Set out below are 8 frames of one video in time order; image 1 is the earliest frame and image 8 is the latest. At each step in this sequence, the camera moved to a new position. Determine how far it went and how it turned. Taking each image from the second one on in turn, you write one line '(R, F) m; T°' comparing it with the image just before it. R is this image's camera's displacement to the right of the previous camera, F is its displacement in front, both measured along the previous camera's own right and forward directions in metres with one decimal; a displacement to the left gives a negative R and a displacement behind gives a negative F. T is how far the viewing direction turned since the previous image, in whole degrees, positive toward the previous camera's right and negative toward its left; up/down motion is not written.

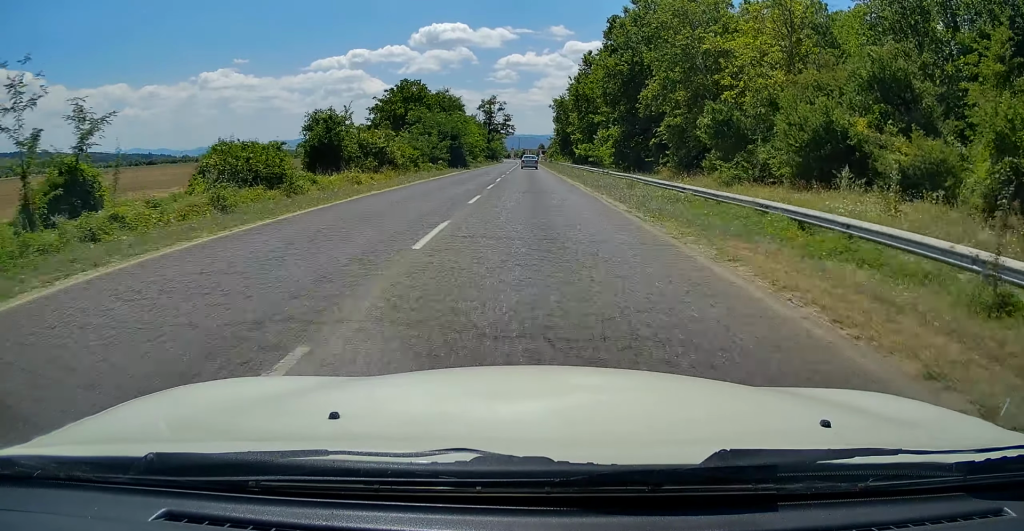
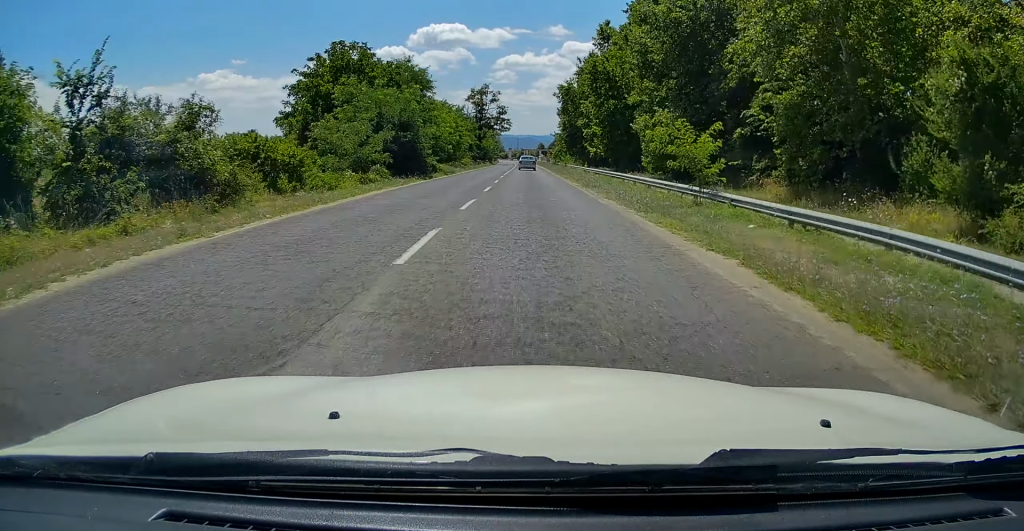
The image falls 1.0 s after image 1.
(0.0, +23.9) m; 0°
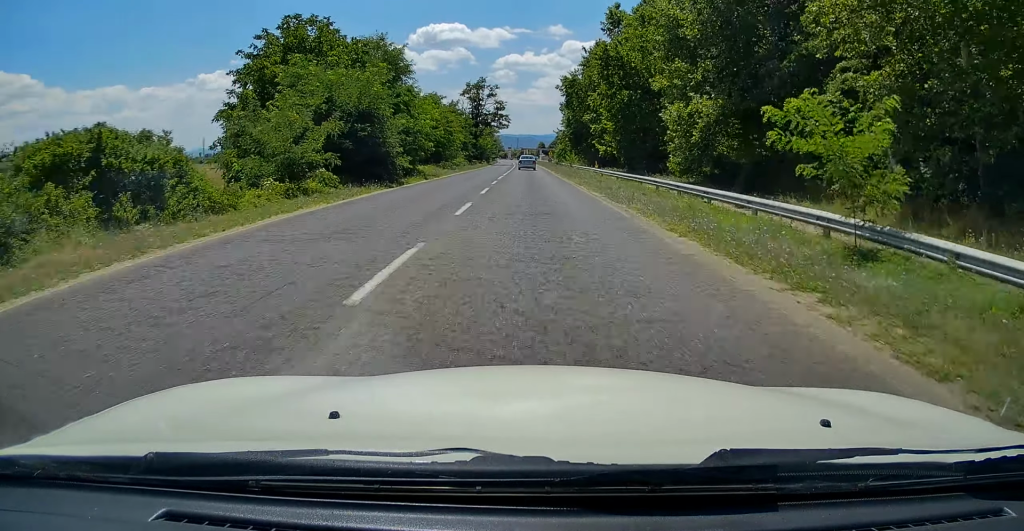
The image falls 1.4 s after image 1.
(0.0, +9.7) m; 0°
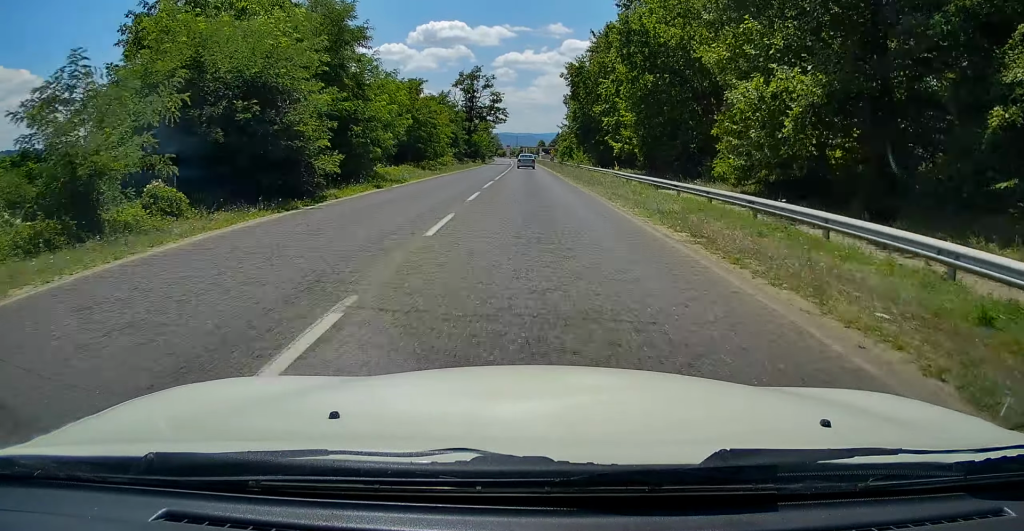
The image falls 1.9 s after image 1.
(0.0, +11.5) m; 0°
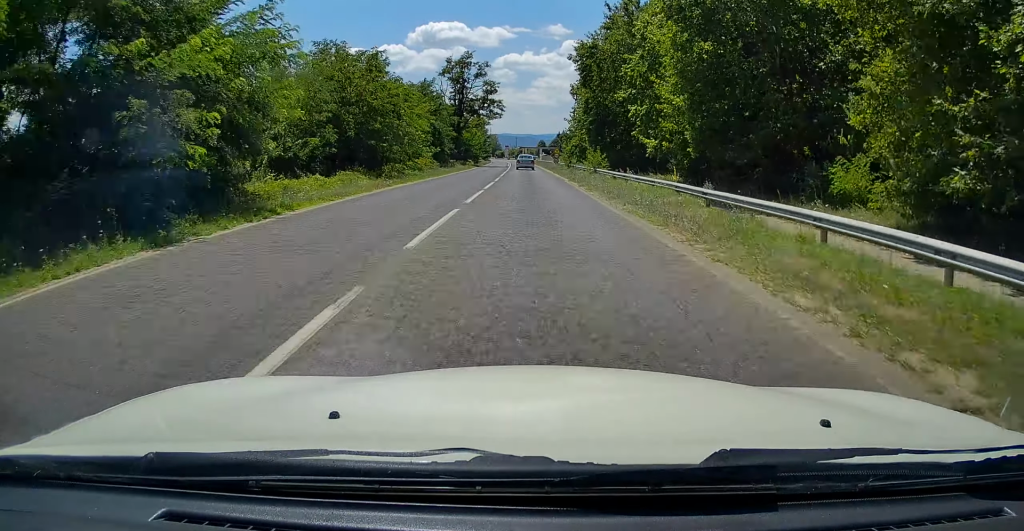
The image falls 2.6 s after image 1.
(0.0, +16.0) m; 0°
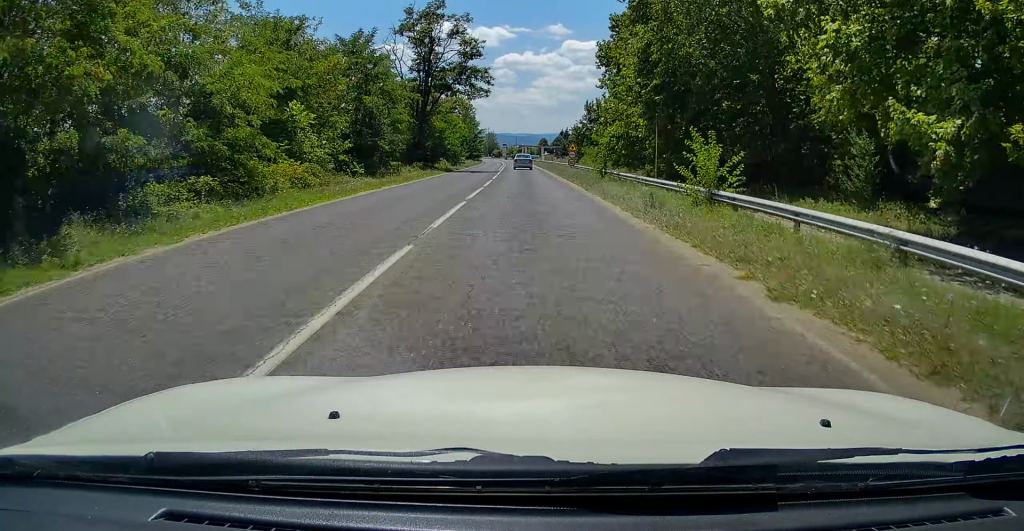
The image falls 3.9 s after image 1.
(0.0, +29.5) m; 0°
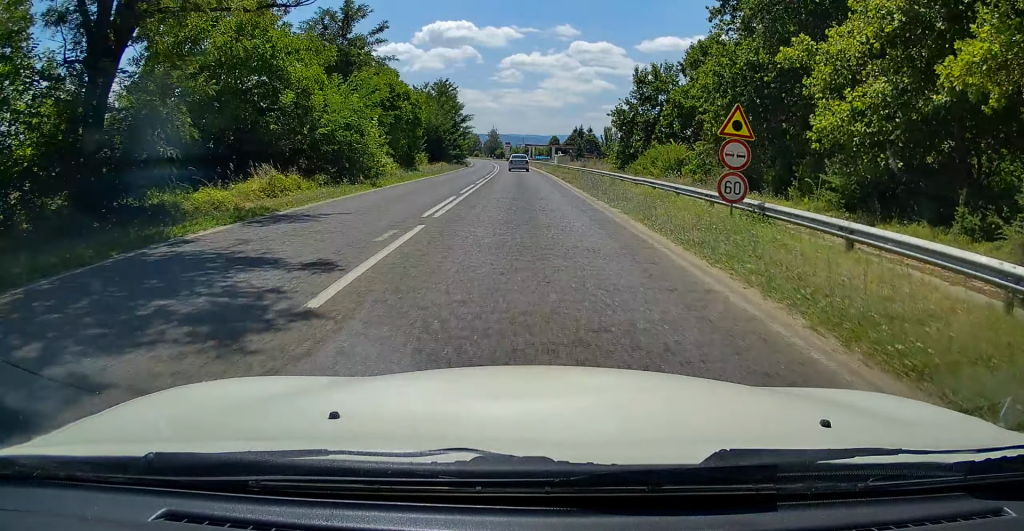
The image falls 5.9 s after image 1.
(+0.2, +44.8) m; 0°
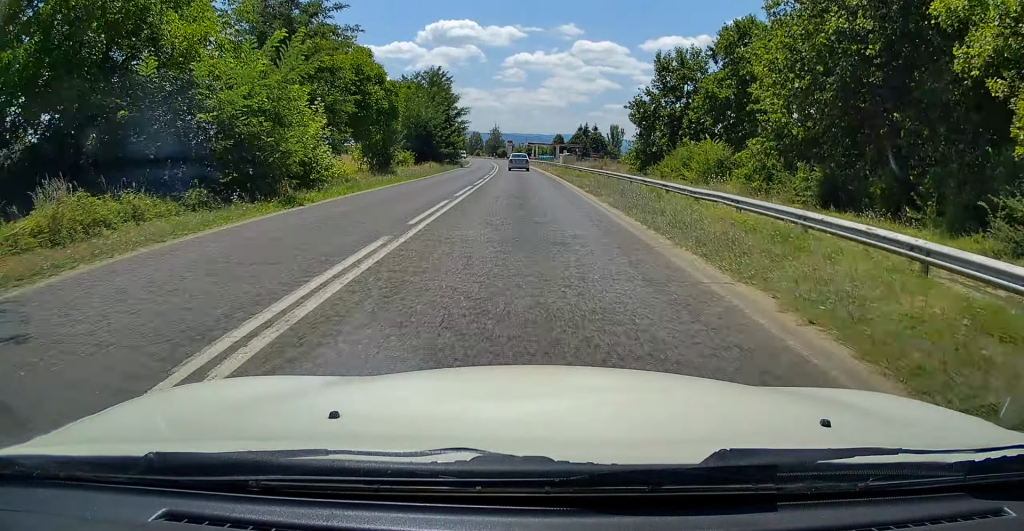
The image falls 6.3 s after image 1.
(0.0, +9.6) m; 0°
